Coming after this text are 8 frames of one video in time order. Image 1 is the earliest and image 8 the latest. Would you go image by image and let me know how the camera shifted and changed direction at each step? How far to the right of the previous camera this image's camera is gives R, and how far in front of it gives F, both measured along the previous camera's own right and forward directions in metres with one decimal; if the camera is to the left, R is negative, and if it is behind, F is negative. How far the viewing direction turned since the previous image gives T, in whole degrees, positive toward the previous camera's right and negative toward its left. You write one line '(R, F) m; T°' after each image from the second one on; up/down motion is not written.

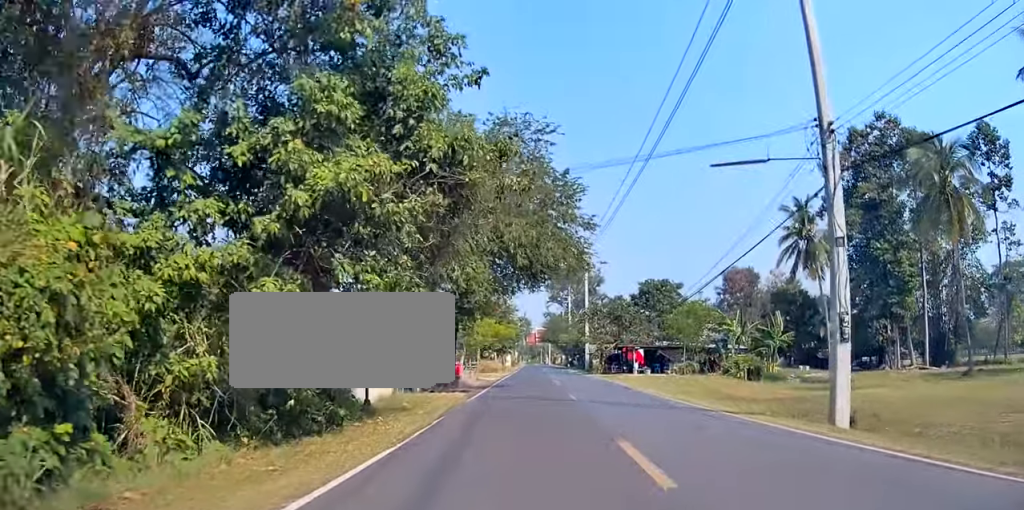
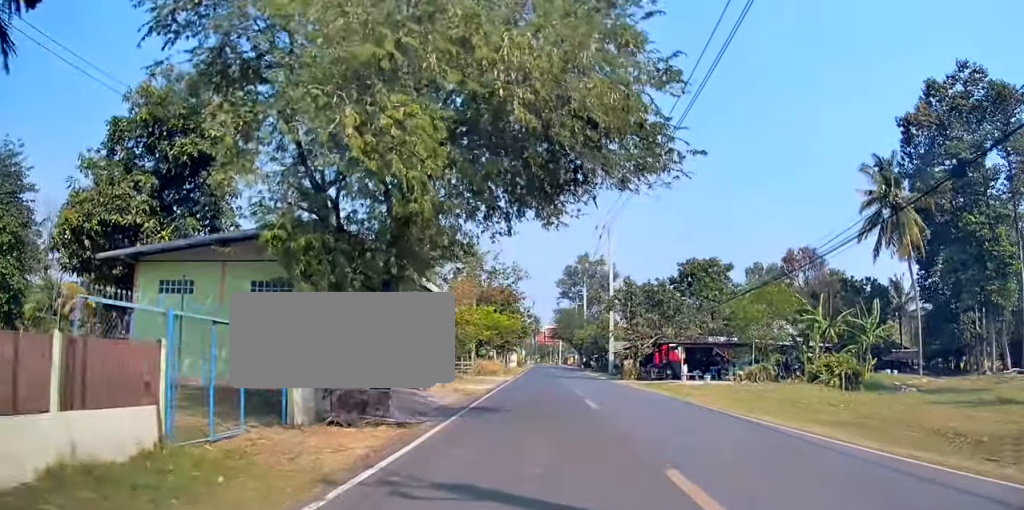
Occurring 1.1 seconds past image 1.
(+0.7, +14.6) m; 0°
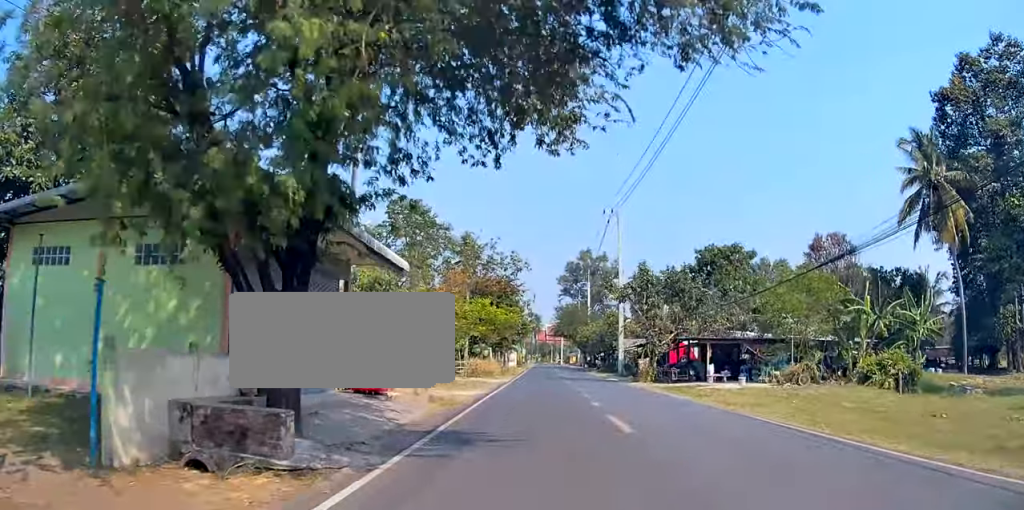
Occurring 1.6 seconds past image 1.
(-0.4, +5.6) m; 0°
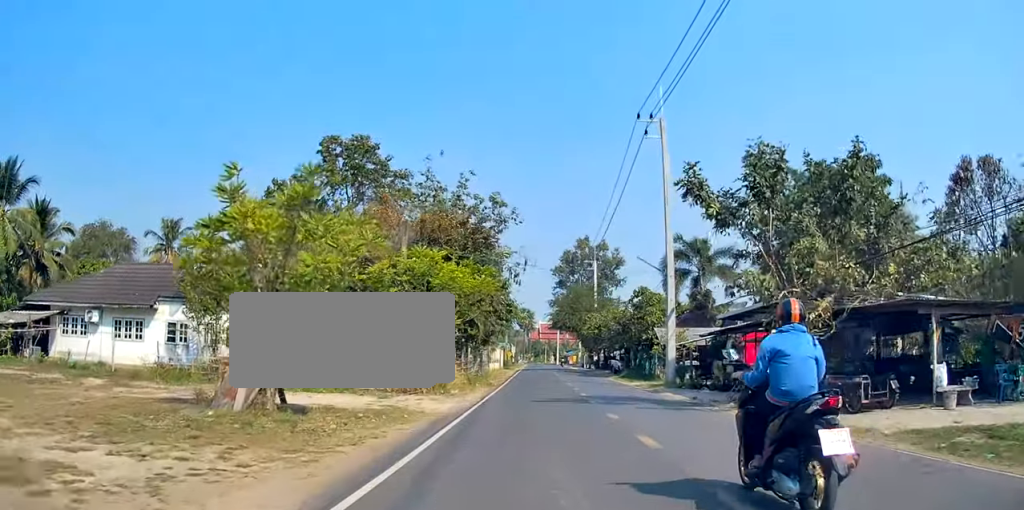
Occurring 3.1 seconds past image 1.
(+0.4, +19.8) m; 0°
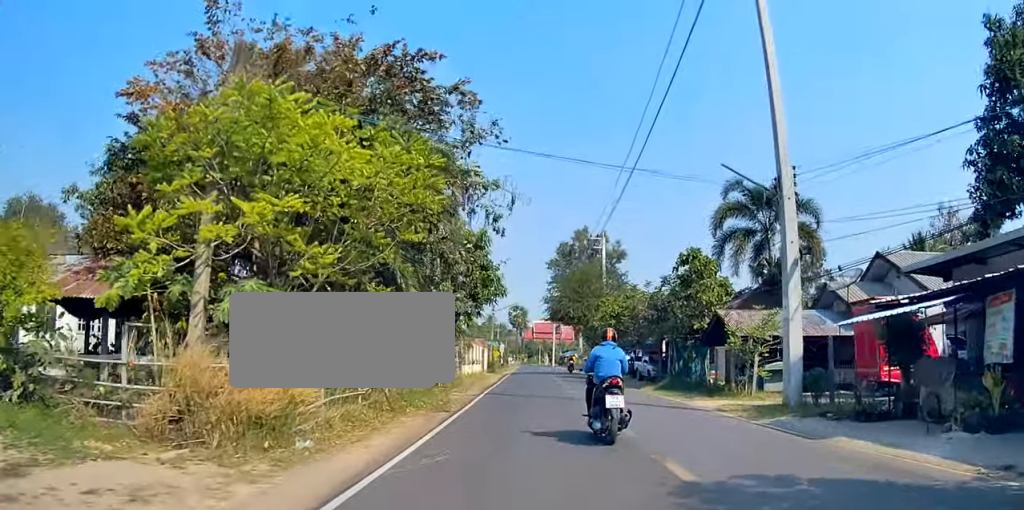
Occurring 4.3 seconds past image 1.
(-0.7, +14.8) m; 0°
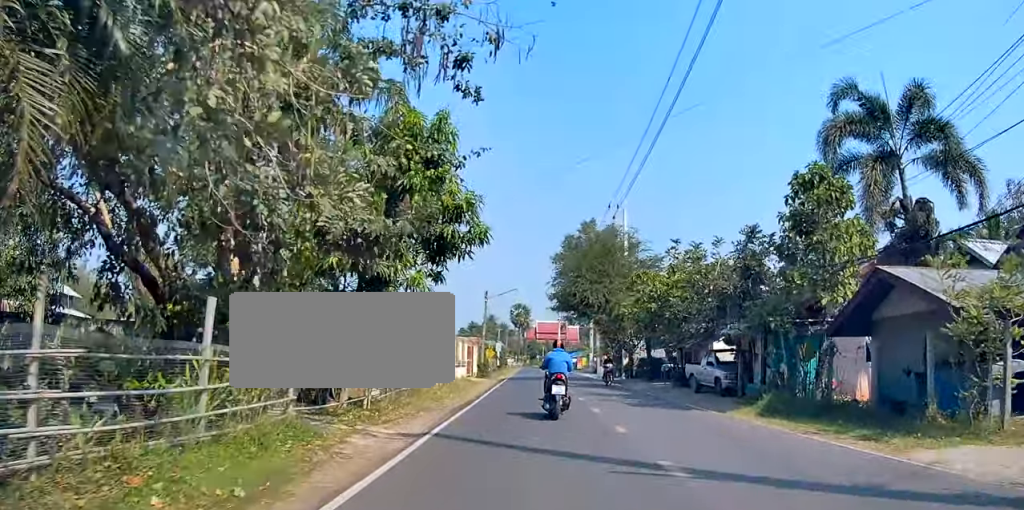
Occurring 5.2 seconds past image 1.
(+0.5, +12.0) m; 0°
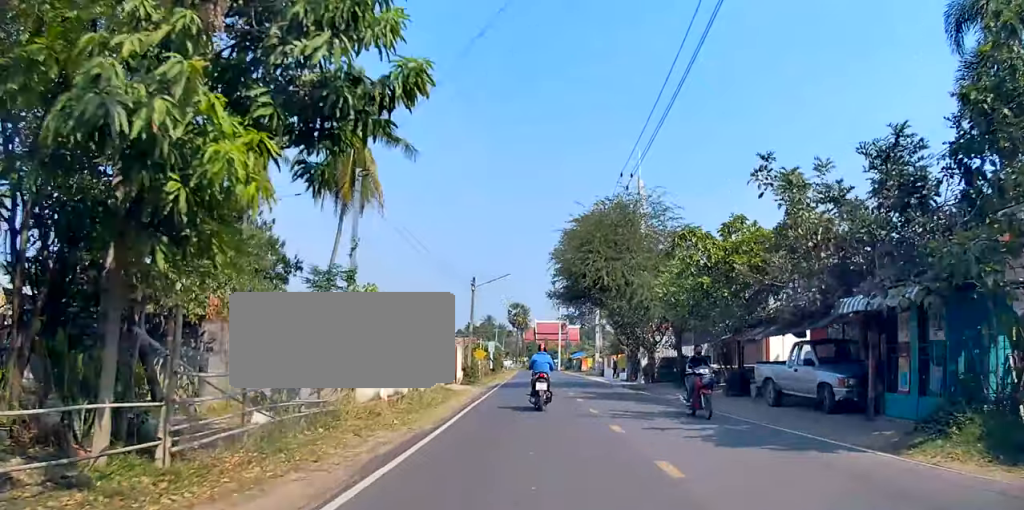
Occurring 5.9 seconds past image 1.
(-0.5, +8.0) m; 0°
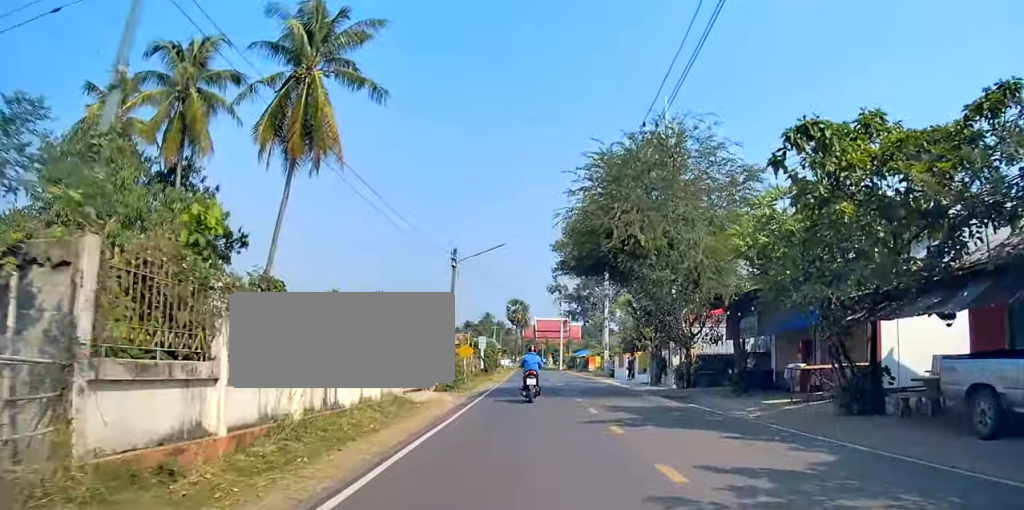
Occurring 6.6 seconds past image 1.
(+0.3, +8.5) m; +2°
